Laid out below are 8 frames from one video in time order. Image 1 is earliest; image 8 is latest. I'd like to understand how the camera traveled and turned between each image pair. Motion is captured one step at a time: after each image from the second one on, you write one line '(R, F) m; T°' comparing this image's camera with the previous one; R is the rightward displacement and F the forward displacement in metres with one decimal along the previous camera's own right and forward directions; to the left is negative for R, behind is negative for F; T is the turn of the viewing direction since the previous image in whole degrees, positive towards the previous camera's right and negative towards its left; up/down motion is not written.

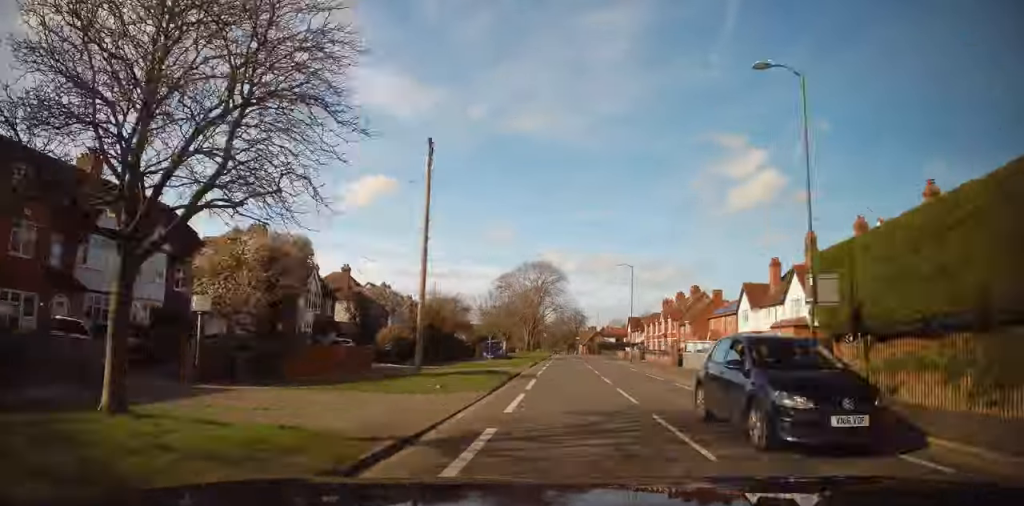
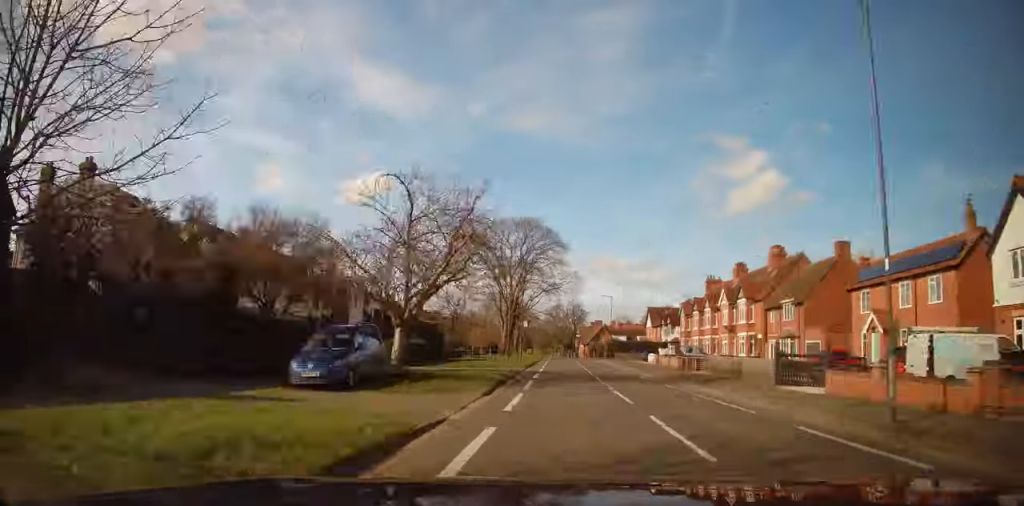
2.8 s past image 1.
(+0.2, +35.7) m; 0°
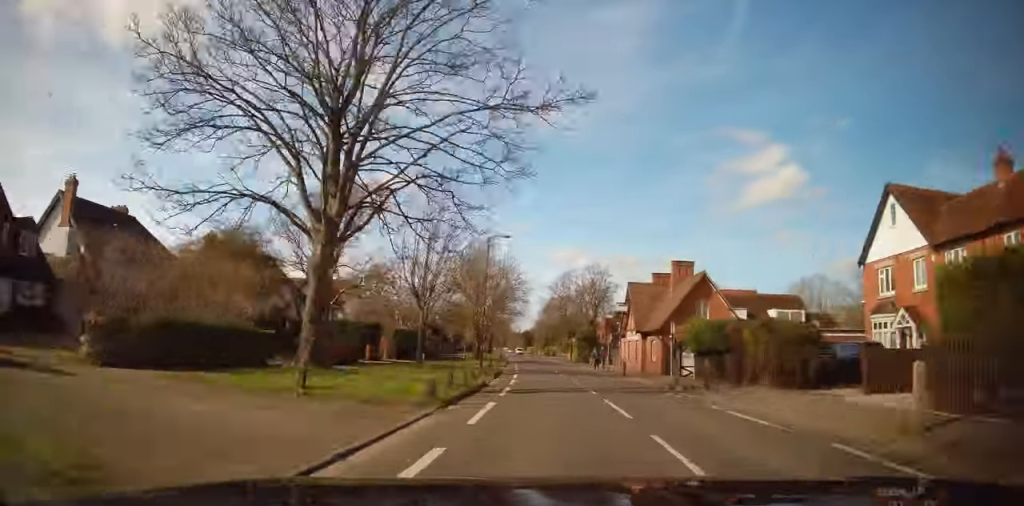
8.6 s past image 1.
(-1.2, +74.9) m; -3°
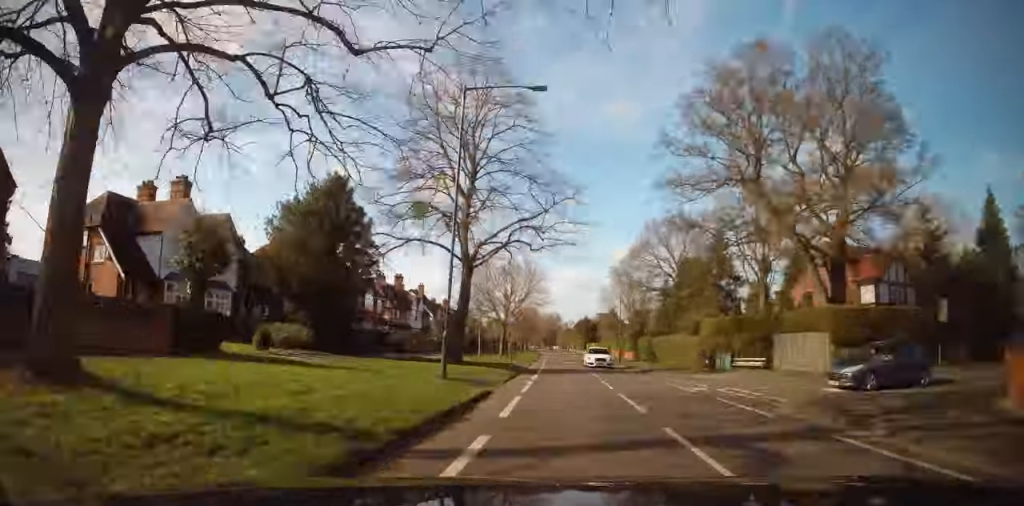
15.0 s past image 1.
(-3.0, +82.1) m; -3°
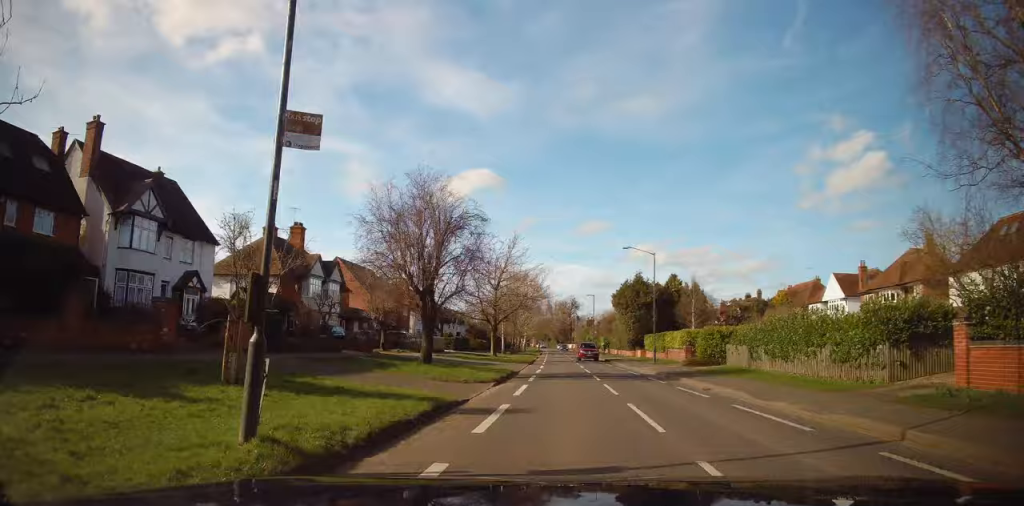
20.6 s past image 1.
(-0.7, +67.8) m; -1°
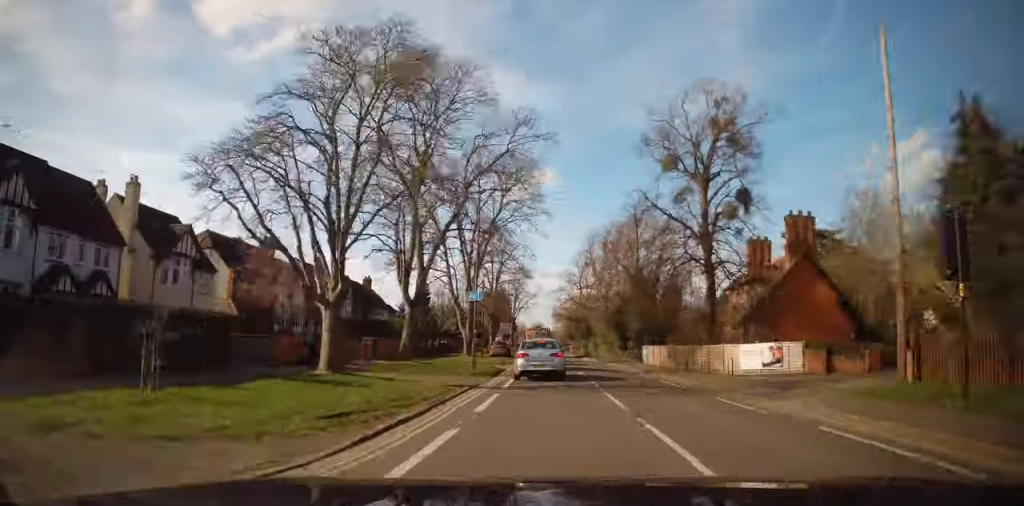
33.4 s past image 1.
(-2.7, +108.1) m; -3°
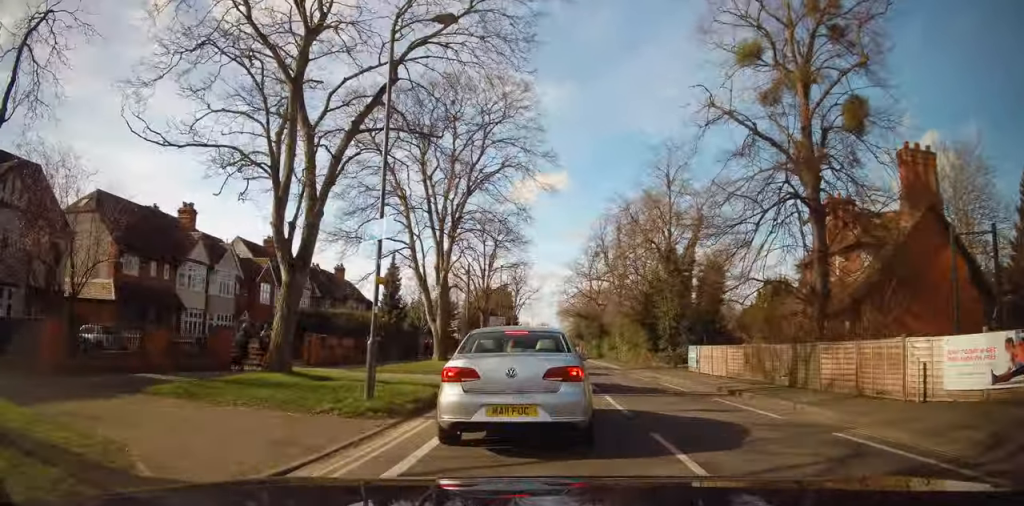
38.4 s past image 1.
(-0.1, +20.2) m; 0°
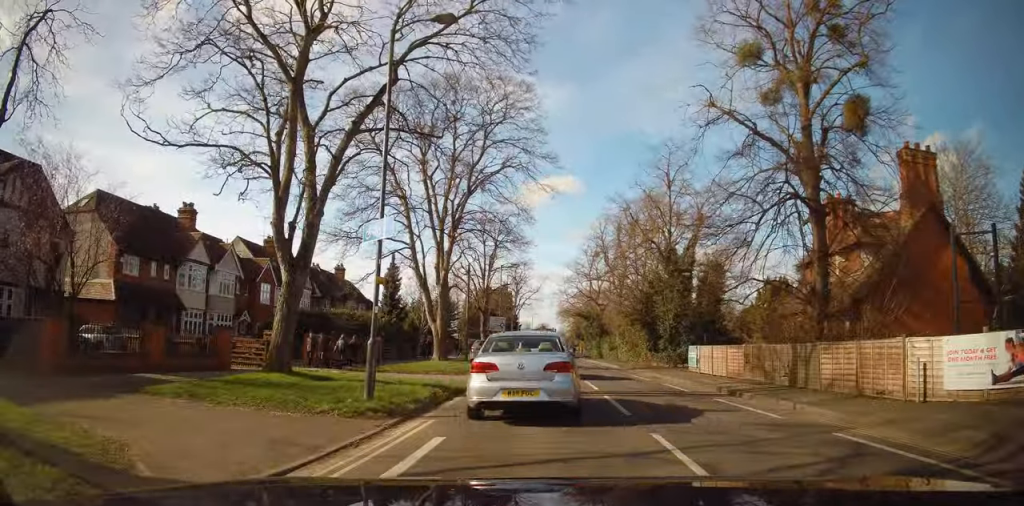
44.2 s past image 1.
(0.0, +11.9) m; -1°
